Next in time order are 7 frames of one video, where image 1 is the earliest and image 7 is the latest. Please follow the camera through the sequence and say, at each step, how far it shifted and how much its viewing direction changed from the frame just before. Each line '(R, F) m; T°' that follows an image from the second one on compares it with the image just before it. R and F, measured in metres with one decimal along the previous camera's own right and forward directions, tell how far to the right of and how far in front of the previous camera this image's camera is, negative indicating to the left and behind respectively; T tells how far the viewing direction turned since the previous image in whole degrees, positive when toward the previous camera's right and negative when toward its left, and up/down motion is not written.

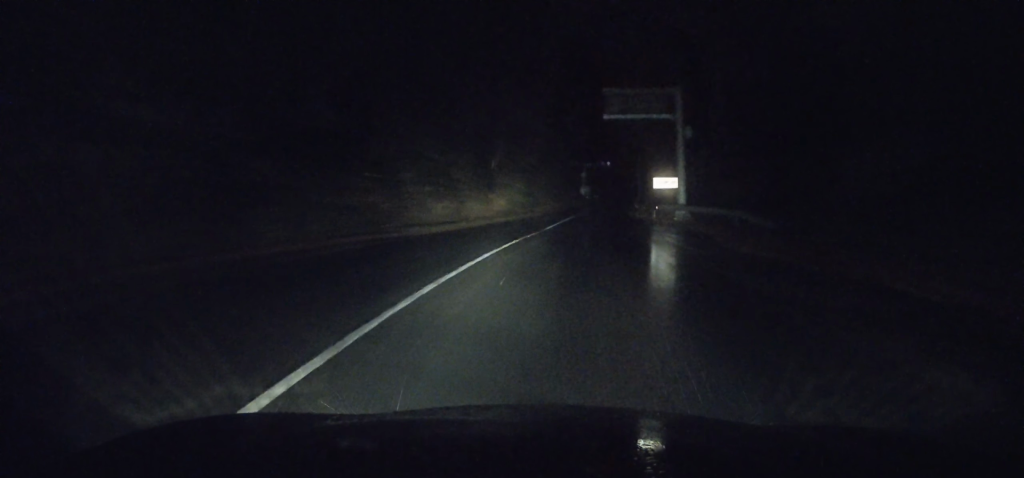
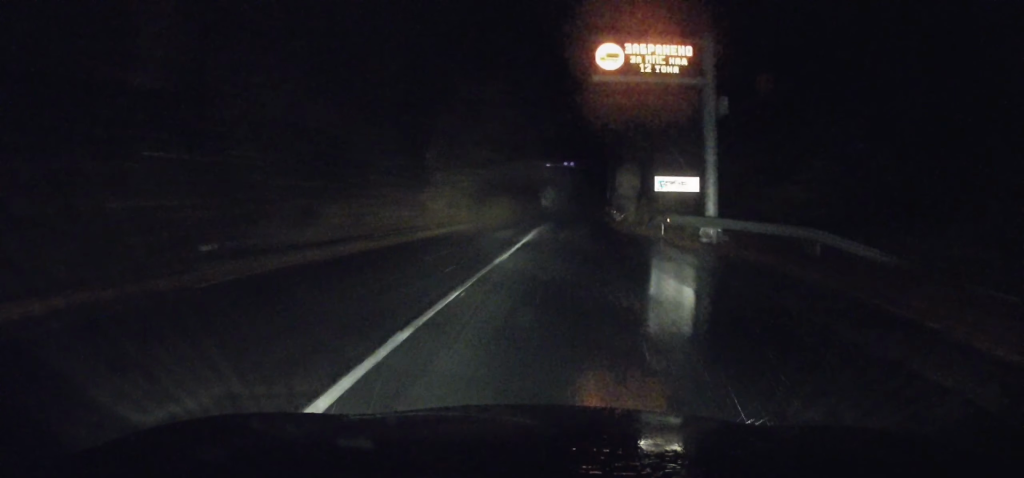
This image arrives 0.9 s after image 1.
(+0.2, +12.1) m; +3°
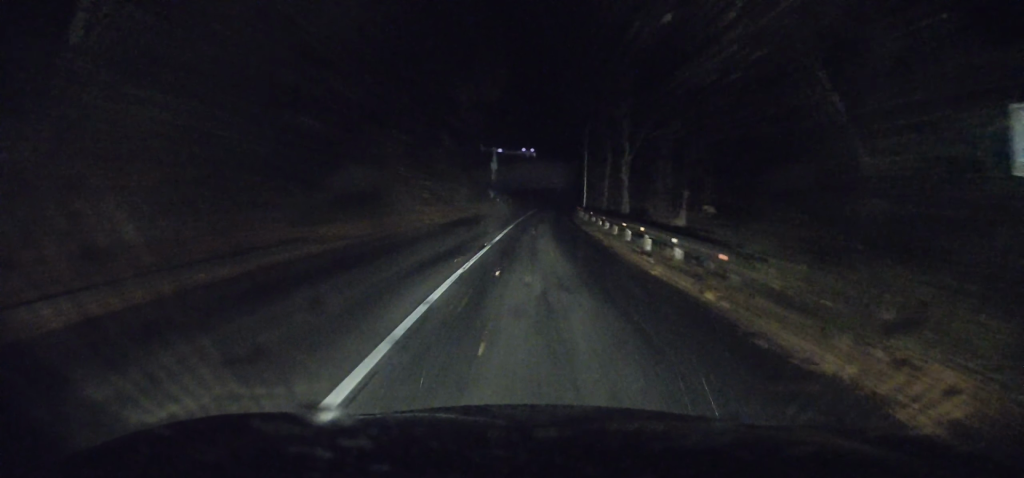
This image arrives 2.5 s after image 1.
(+1.2, +23.3) m; +3°
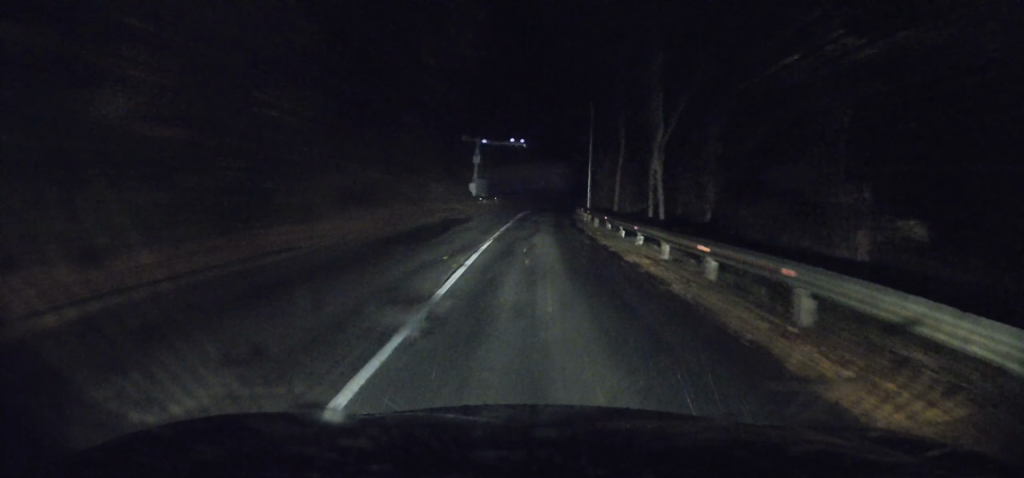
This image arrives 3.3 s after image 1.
(0.0, +10.4) m; 0°
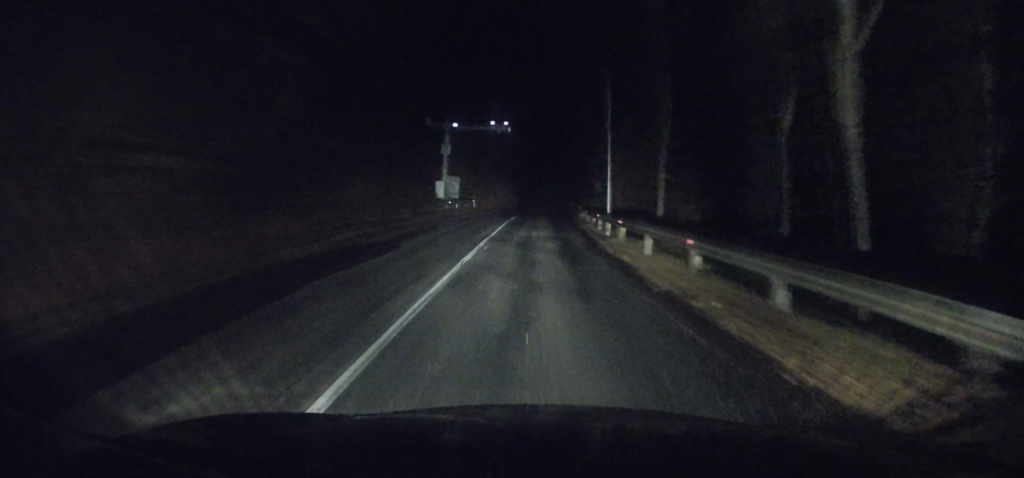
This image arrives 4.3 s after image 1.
(0.0, +14.7) m; 0°
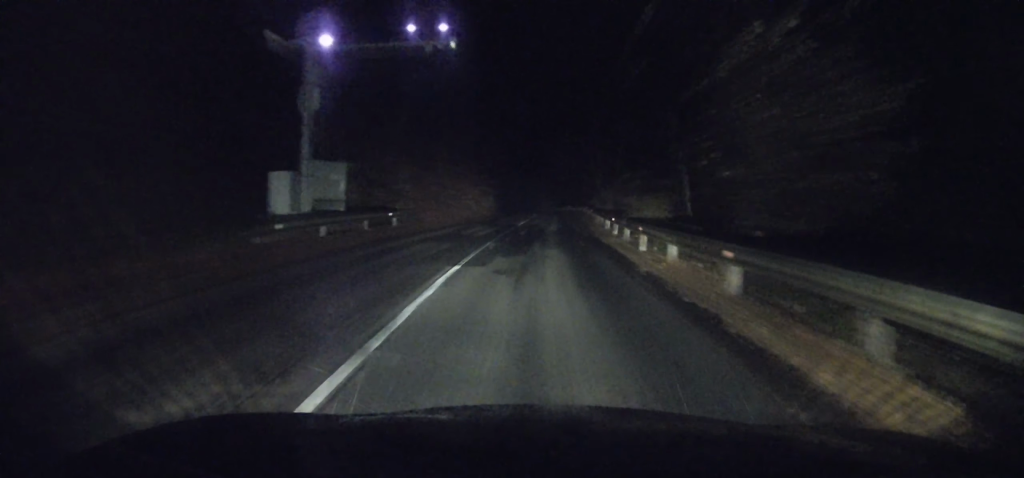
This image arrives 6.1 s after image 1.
(+0.2, +25.7) m; +1°
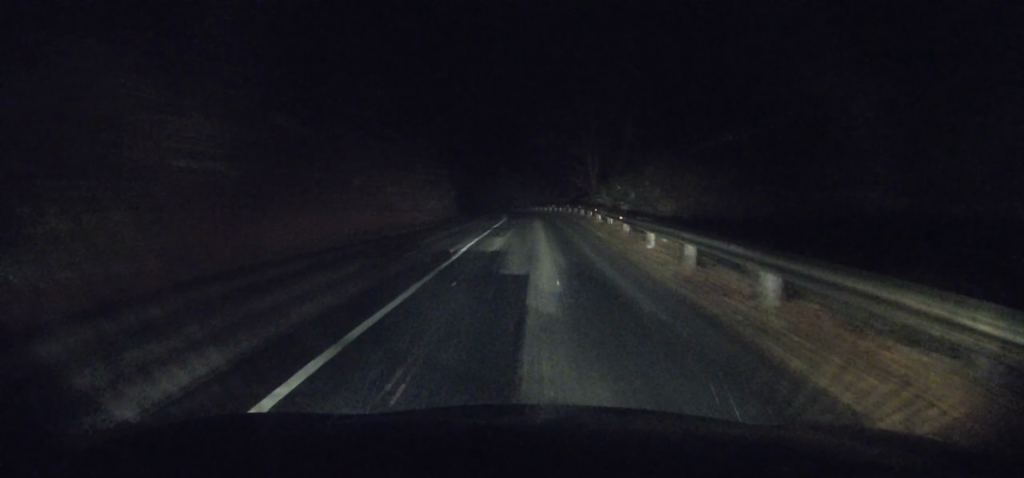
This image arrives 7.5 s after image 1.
(+0.5, +21.0) m; +1°
